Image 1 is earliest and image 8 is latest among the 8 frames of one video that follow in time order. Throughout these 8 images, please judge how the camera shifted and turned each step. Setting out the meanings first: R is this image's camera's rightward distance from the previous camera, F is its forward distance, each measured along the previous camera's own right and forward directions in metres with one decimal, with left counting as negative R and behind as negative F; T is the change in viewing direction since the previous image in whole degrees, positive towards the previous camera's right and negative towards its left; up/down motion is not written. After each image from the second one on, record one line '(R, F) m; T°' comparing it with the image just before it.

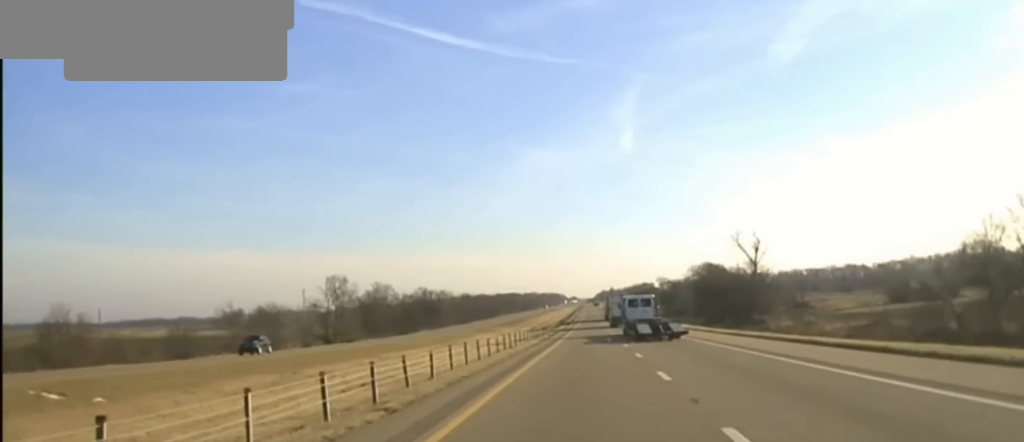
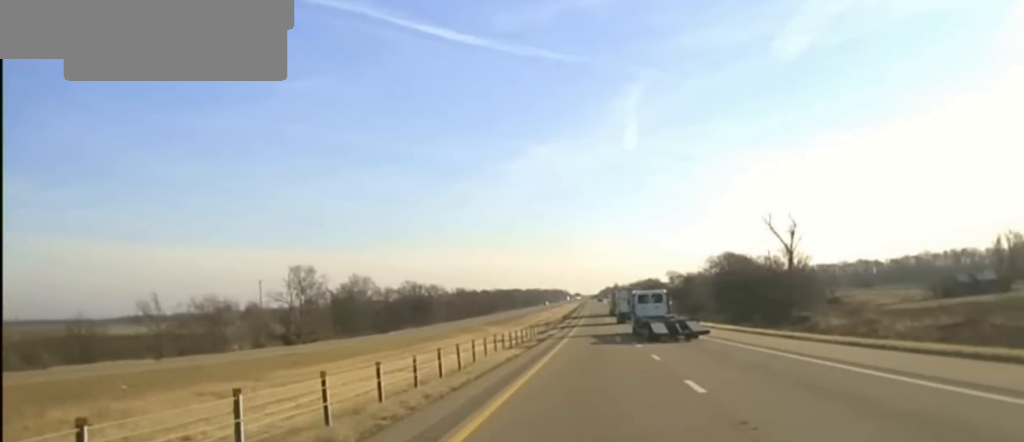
(0.0, +27.1) m; 0°
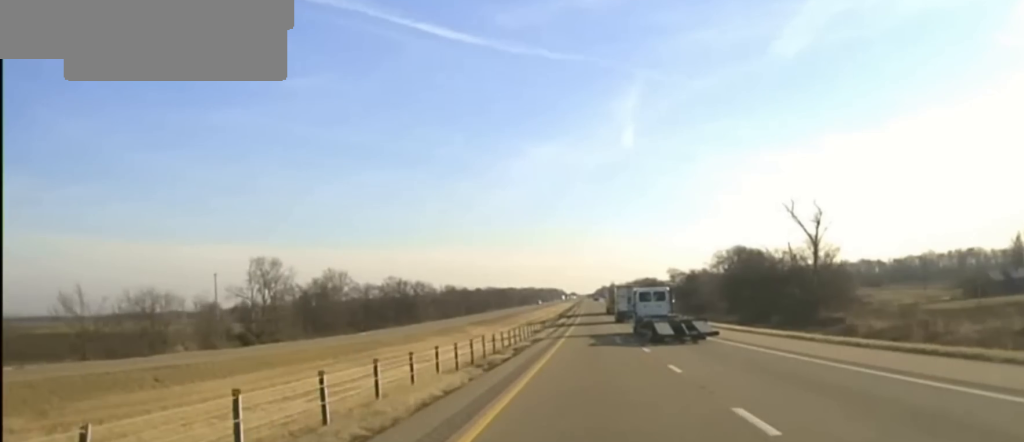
(0.0, +20.0) m; 0°
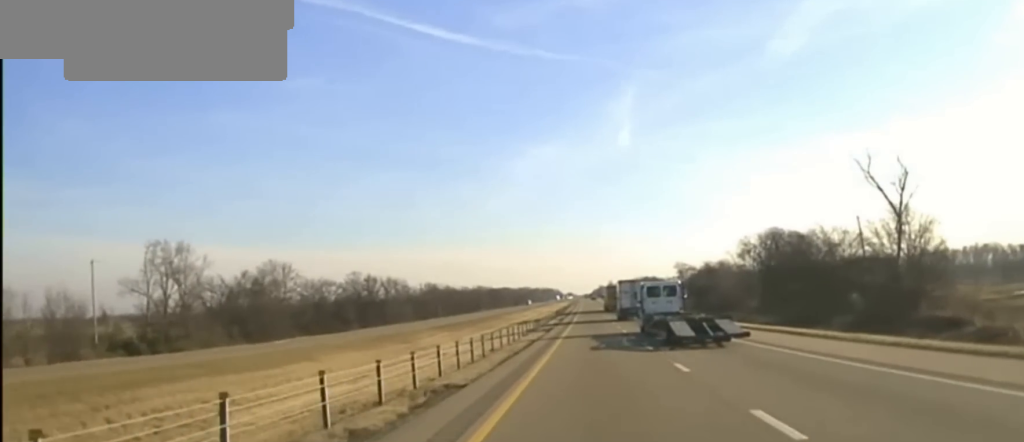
(0.0, +36.7) m; +1°
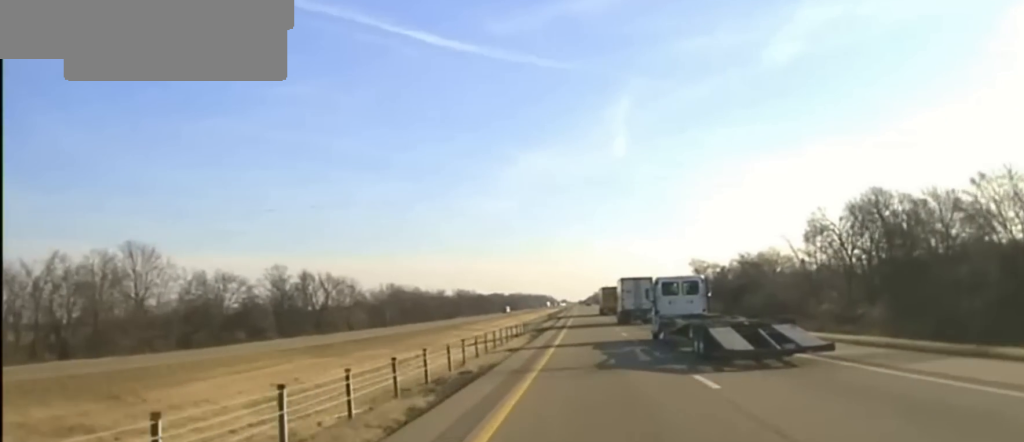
(+0.5, +49.6) m; +1°
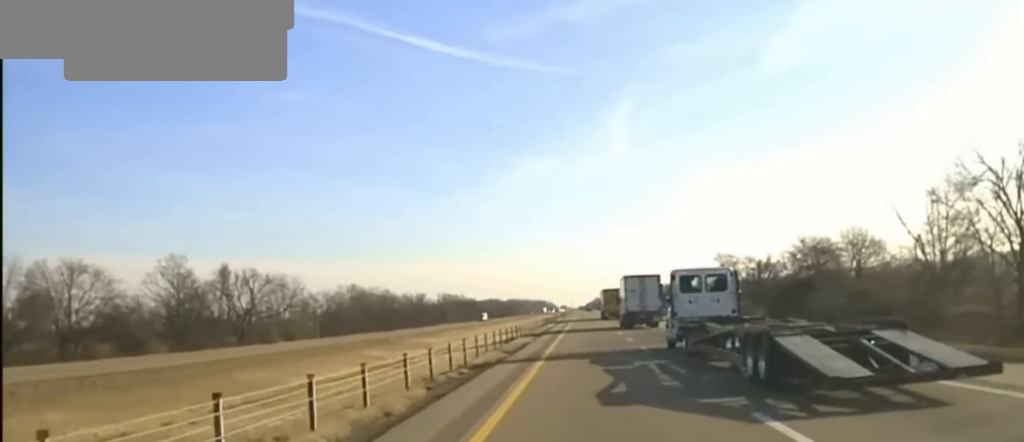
(-0.3, +40.4) m; -1°
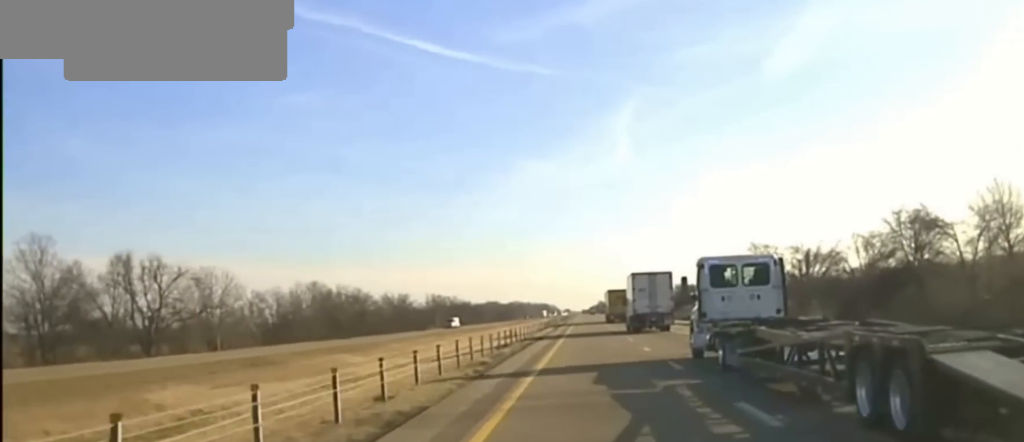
(-0.1, +29.9) m; 0°
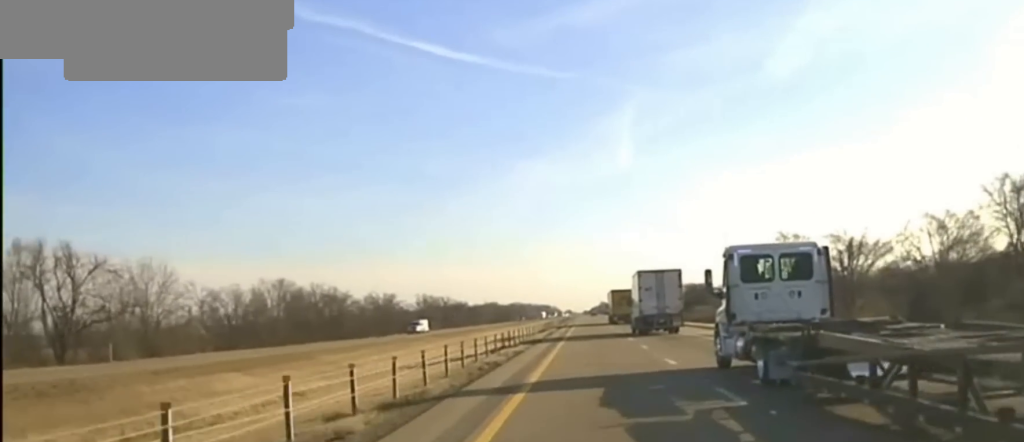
(+0.1, +17.9) m; 0°
